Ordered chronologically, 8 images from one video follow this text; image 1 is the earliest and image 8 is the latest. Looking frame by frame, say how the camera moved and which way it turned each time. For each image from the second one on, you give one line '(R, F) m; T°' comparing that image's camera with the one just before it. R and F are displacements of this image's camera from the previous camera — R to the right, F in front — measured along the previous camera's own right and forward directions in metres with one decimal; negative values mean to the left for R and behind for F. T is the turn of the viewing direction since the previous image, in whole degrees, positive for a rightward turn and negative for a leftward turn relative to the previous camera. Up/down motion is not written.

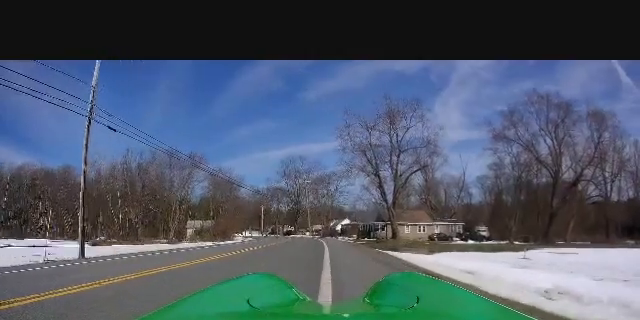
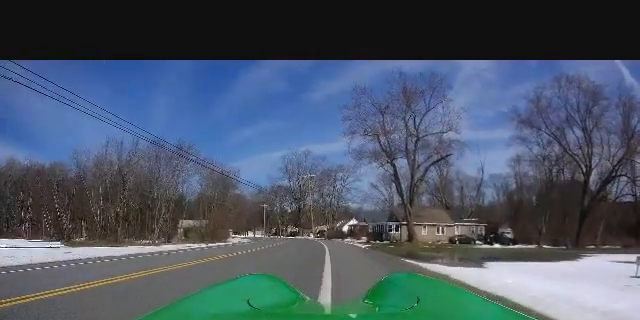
(+0.6, +8.3) m; 0°
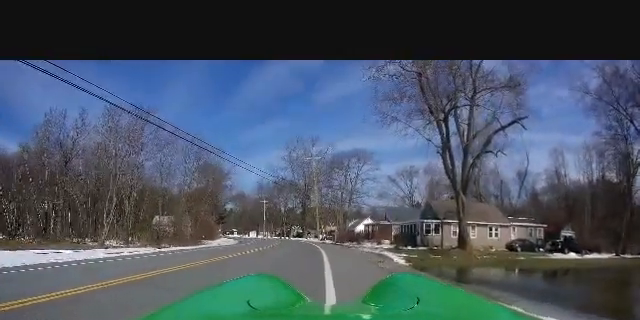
(-1.3, +16.2) m; -4°
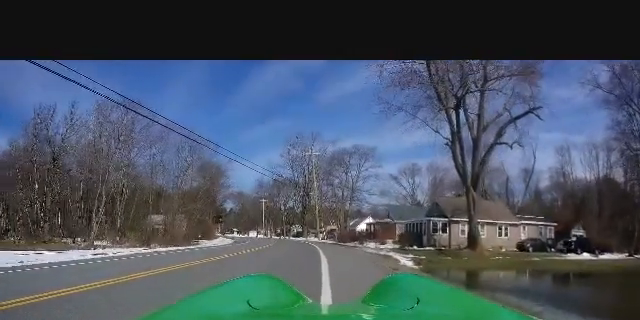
(-0.1, +2.4) m; 0°
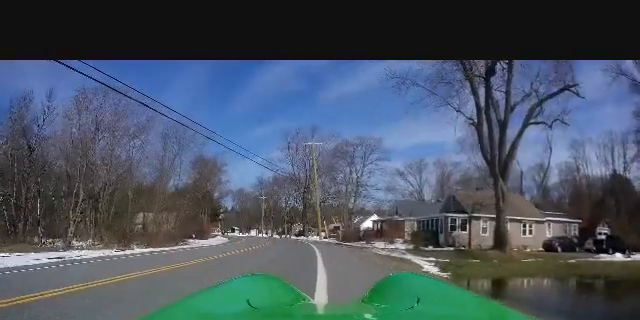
(+0.2, +4.7) m; -1°
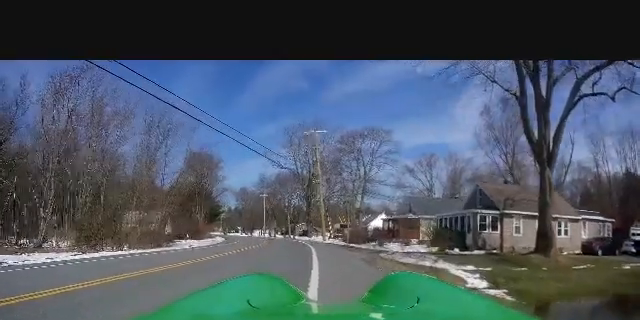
(-0.2, +5.3) m; 0°
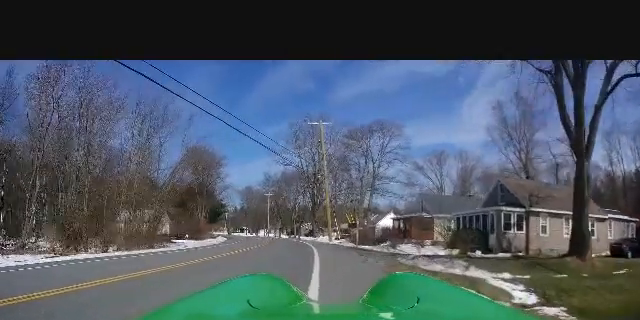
(-0.1, +2.9) m; 0°
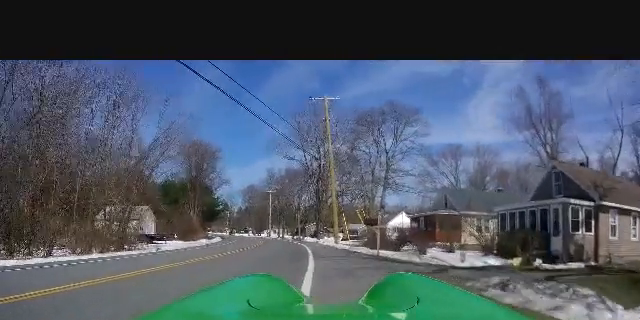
(+0.3, +6.8) m; 0°
